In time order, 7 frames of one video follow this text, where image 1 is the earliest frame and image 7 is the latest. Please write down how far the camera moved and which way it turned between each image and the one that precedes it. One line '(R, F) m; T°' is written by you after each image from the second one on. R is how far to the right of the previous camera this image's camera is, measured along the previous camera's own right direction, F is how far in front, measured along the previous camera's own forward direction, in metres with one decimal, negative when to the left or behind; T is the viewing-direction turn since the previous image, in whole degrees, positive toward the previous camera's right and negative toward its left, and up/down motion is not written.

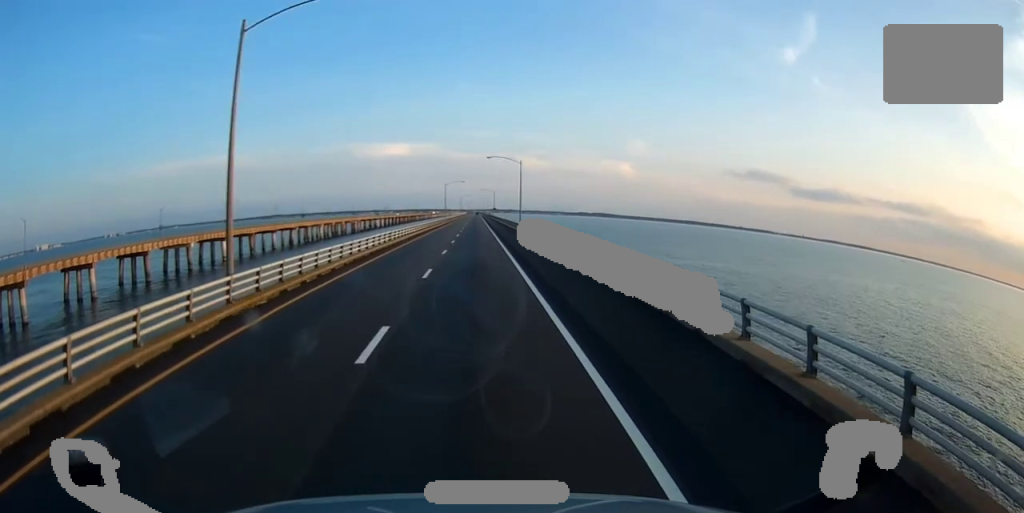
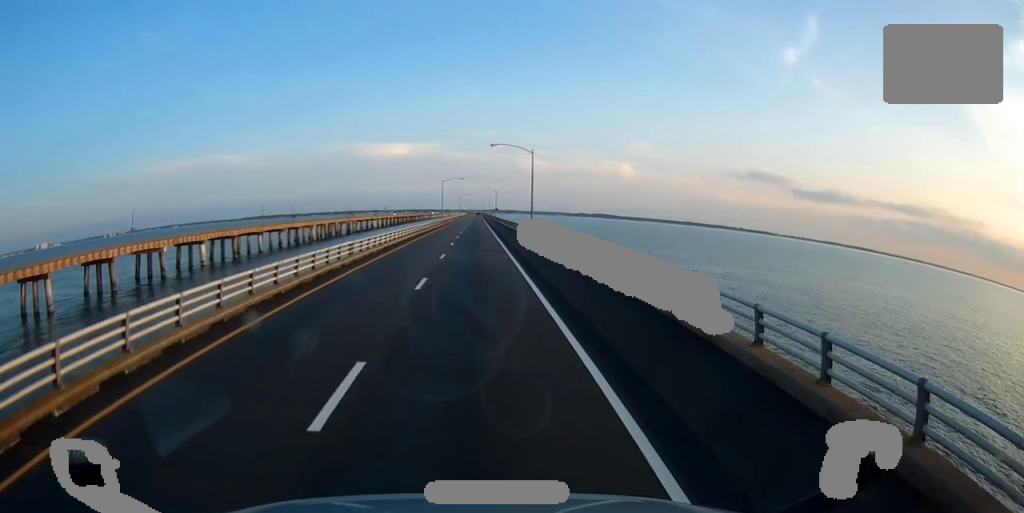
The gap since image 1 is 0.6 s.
(0.0, +15.1) m; 0°
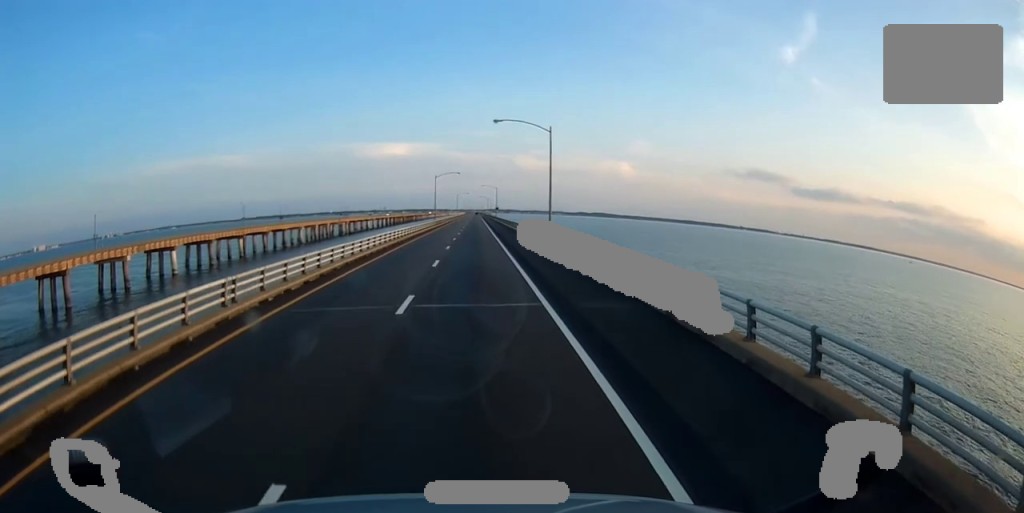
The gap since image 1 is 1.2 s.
(-0.3, +16.1) m; 0°
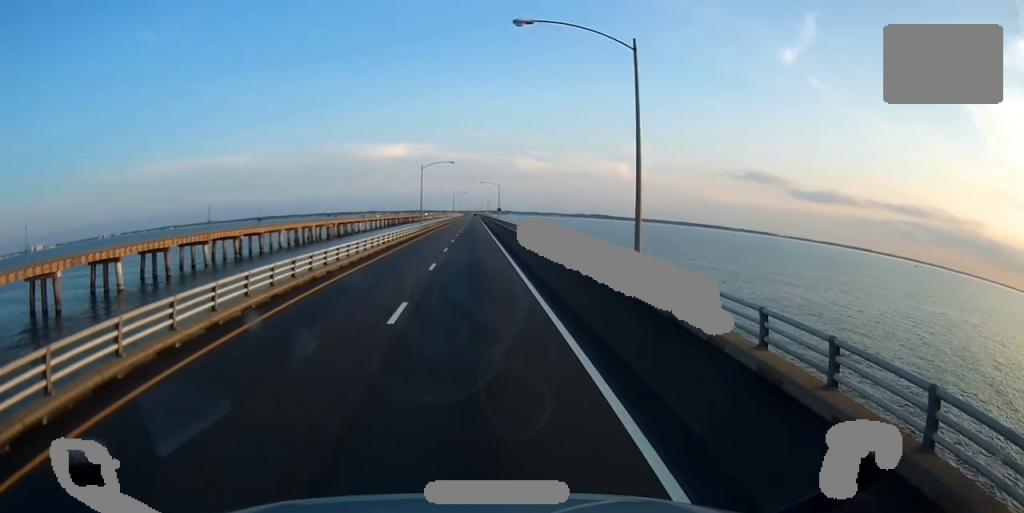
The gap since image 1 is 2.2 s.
(+0.5, +25.0) m; +2°
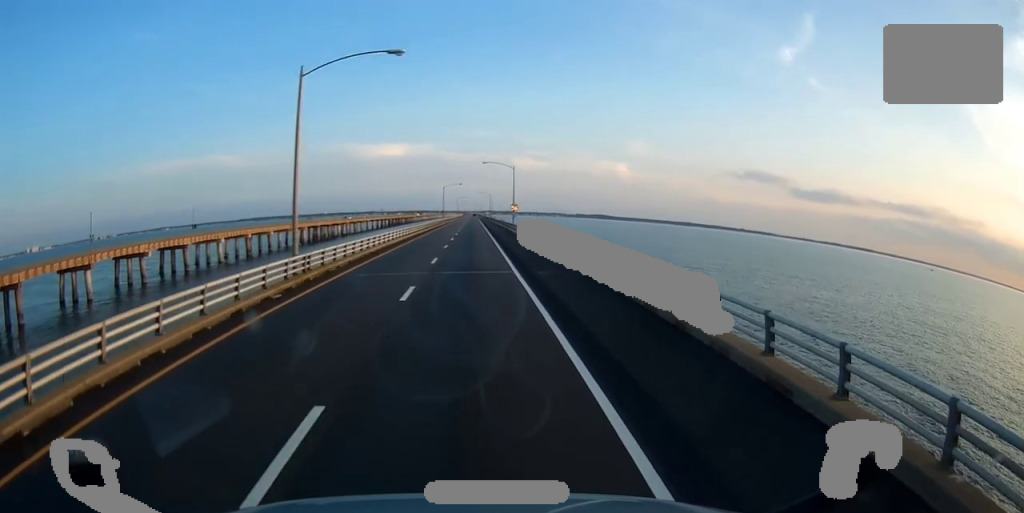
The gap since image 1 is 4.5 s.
(-1.2, +56.1) m; -2°
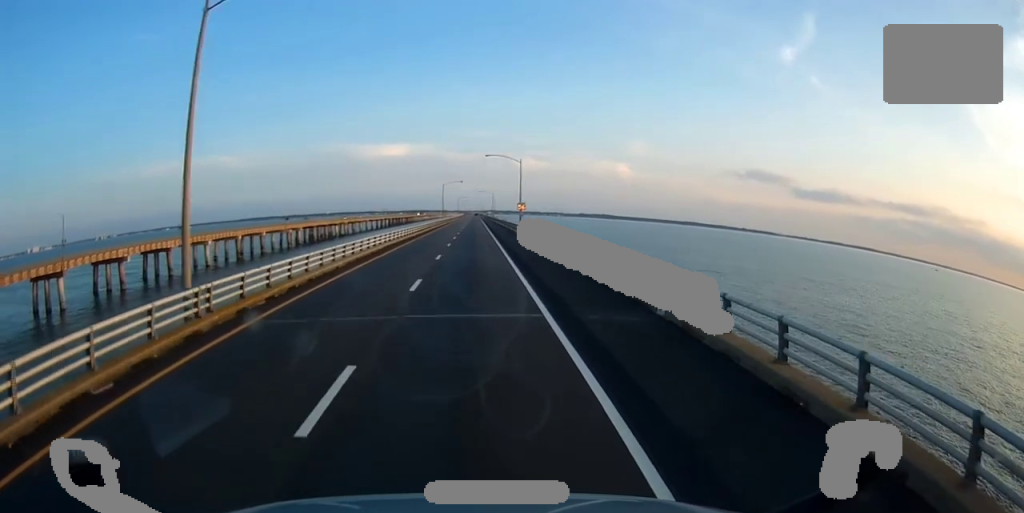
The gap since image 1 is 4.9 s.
(+0.1, +9.7) m; 0°
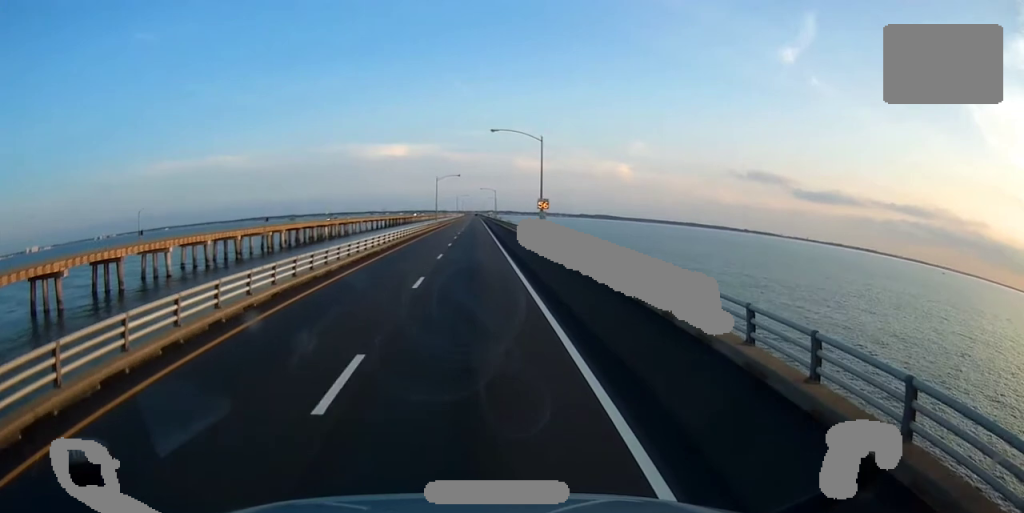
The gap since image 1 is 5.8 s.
(-0.1, +21.8) m; +1°
